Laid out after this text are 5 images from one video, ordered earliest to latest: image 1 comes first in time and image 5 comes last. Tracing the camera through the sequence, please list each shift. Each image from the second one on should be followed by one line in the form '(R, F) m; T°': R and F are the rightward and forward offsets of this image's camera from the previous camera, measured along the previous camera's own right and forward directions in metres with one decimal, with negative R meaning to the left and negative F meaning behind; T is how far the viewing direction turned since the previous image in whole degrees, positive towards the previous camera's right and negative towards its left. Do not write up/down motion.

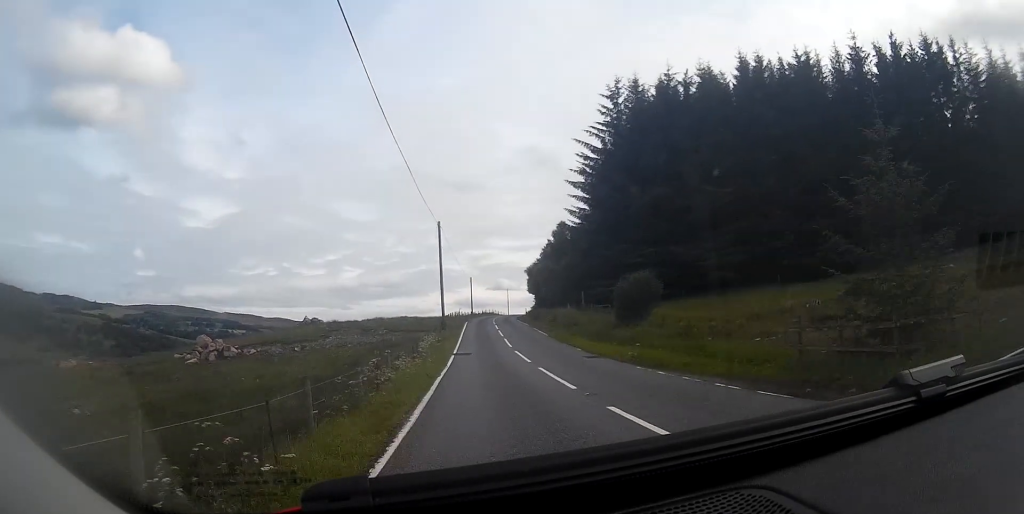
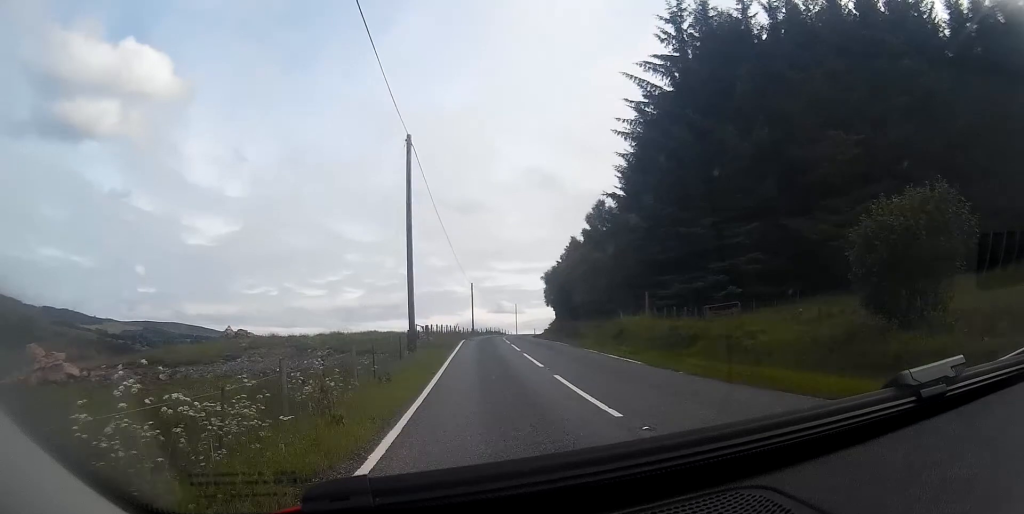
(+0.1, +21.4) m; 0°
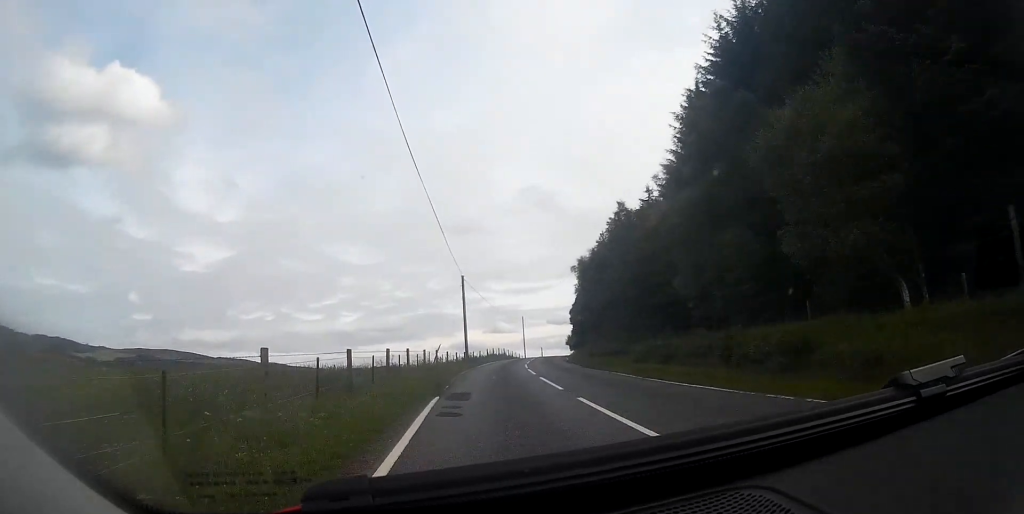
(+0.1, +28.5) m; +1°
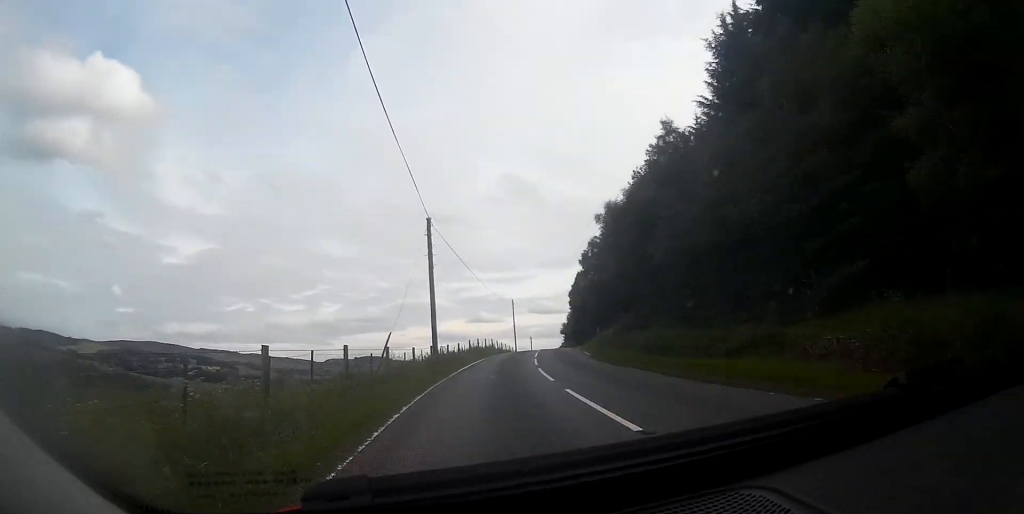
(+0.3, +16.8) m; +2°
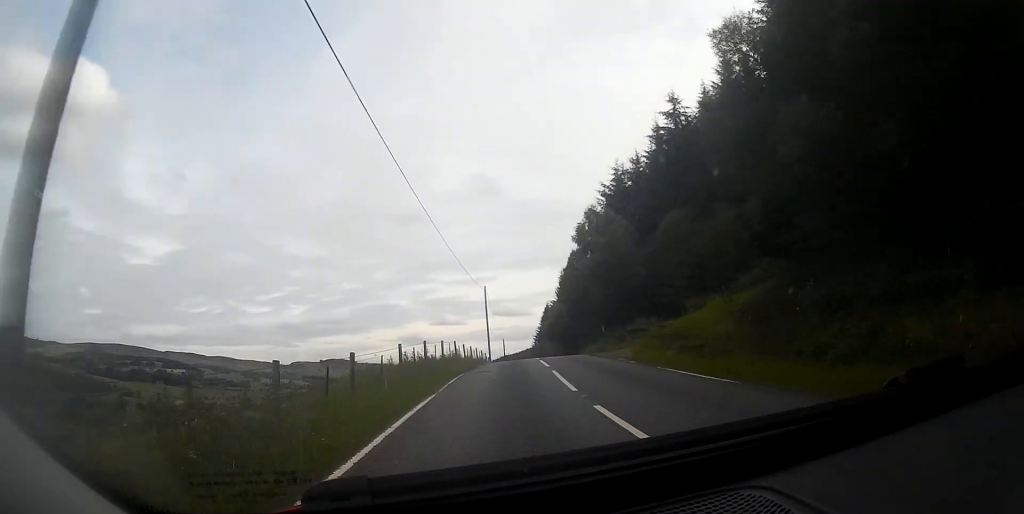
(+0.6, +21.5) m; +3°
